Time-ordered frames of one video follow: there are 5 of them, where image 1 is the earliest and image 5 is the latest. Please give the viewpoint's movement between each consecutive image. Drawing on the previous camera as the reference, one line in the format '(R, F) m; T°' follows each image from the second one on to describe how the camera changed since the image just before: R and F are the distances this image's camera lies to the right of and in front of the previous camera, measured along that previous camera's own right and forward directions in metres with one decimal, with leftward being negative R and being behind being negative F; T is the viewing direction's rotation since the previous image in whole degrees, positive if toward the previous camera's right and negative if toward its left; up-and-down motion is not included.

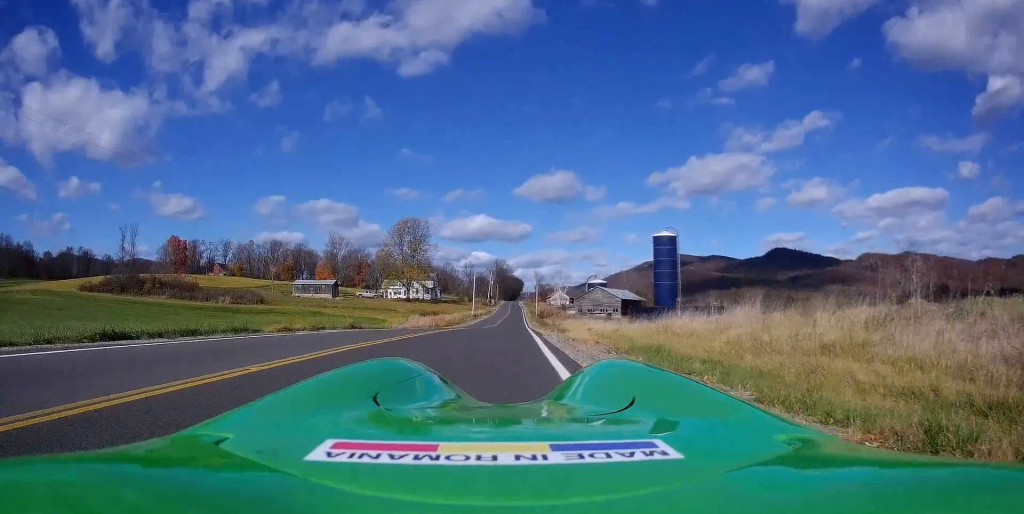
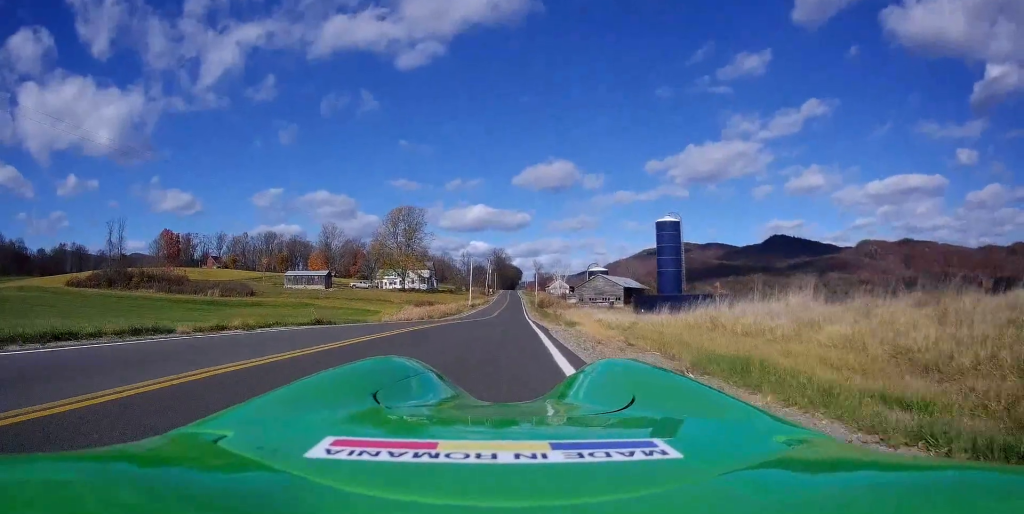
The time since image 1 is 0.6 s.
(0.0, +4.9) m; 0°
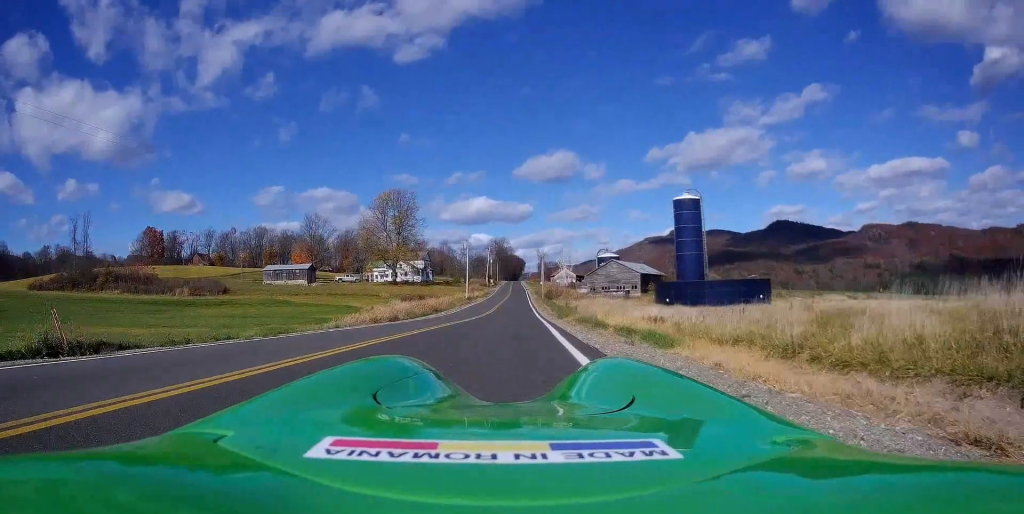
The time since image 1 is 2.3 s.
(0.0, +14.1) m; 0°
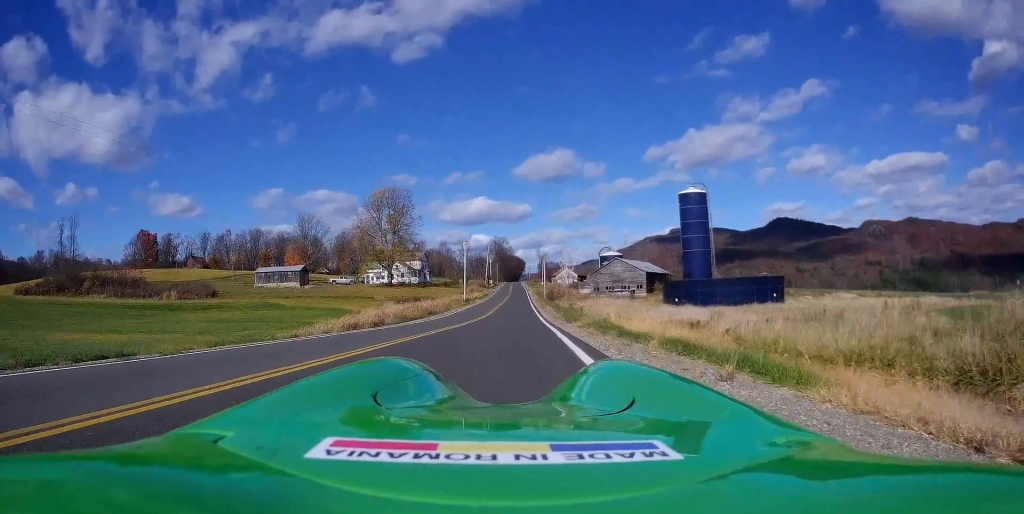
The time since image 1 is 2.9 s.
(0.0, +4.9) m; 0°
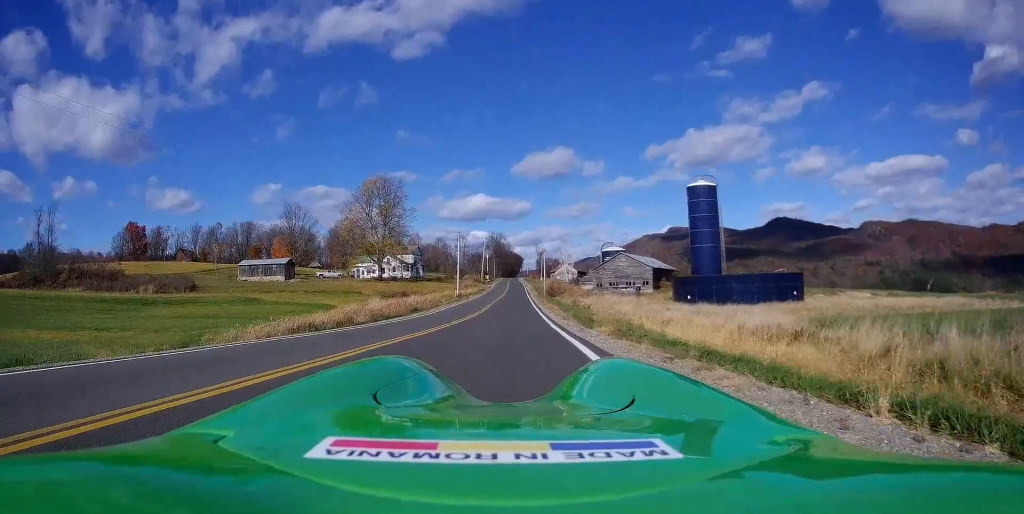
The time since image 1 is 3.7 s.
(0.0, +7.2) m; 0°
